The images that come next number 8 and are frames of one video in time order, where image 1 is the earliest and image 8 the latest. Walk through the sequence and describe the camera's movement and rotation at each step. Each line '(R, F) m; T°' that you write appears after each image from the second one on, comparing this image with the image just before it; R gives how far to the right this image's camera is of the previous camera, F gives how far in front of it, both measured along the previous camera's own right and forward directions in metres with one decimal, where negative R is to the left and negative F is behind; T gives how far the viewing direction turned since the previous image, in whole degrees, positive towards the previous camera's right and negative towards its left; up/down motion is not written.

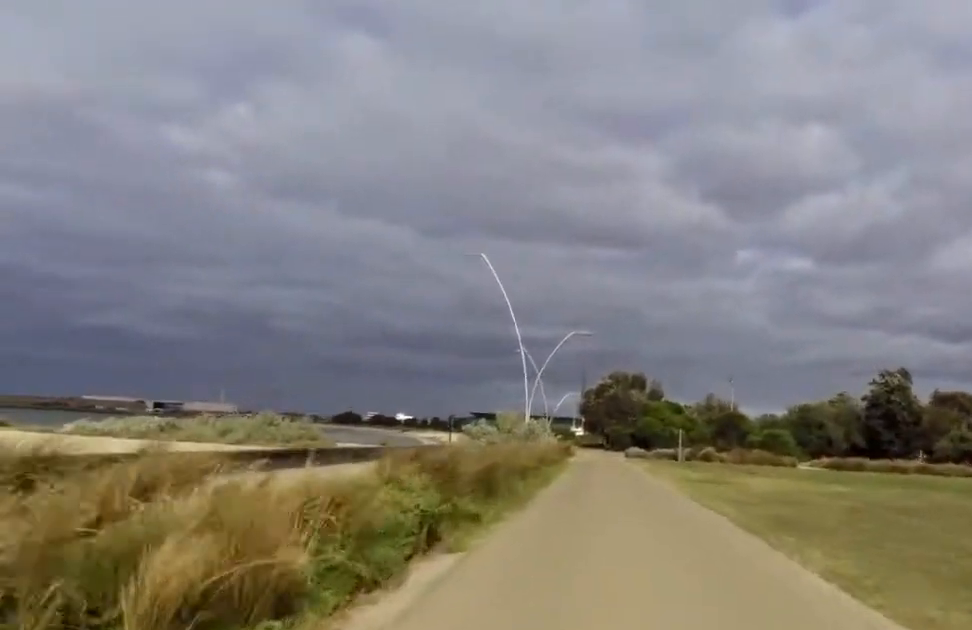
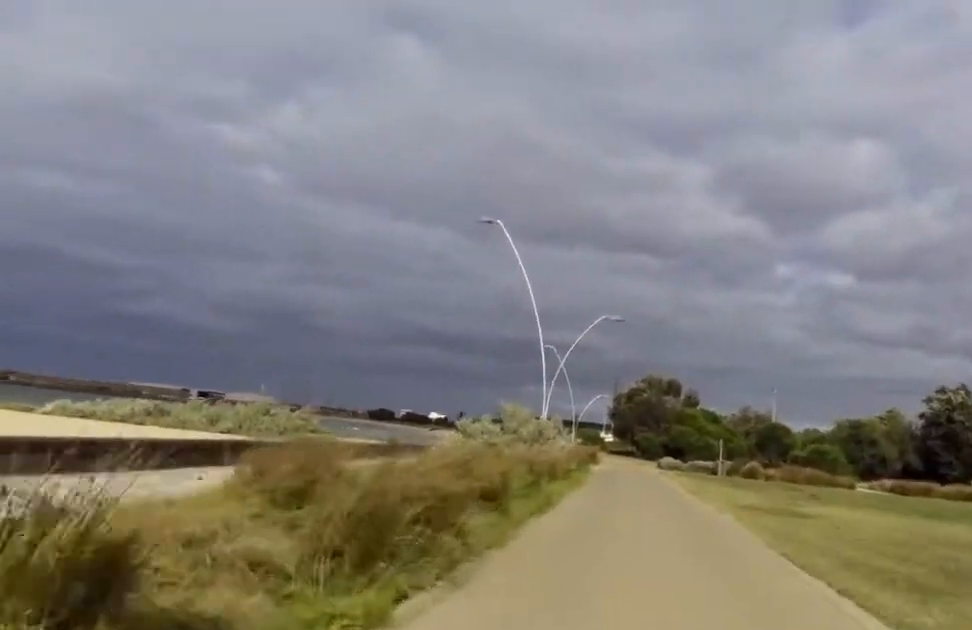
(0.0, +5.7) m; -5°
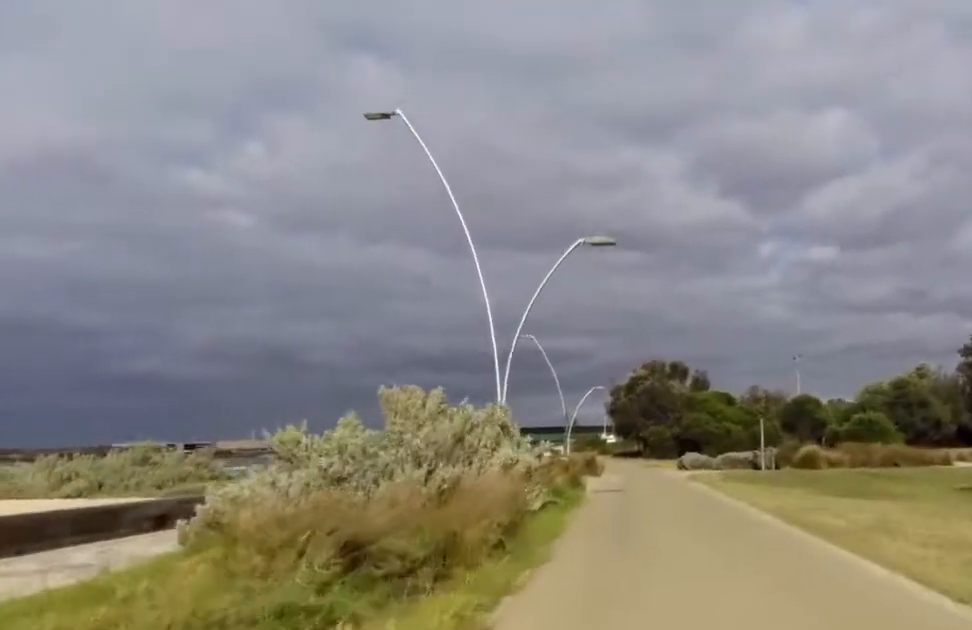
(-1.2, +10.1) m; -6°
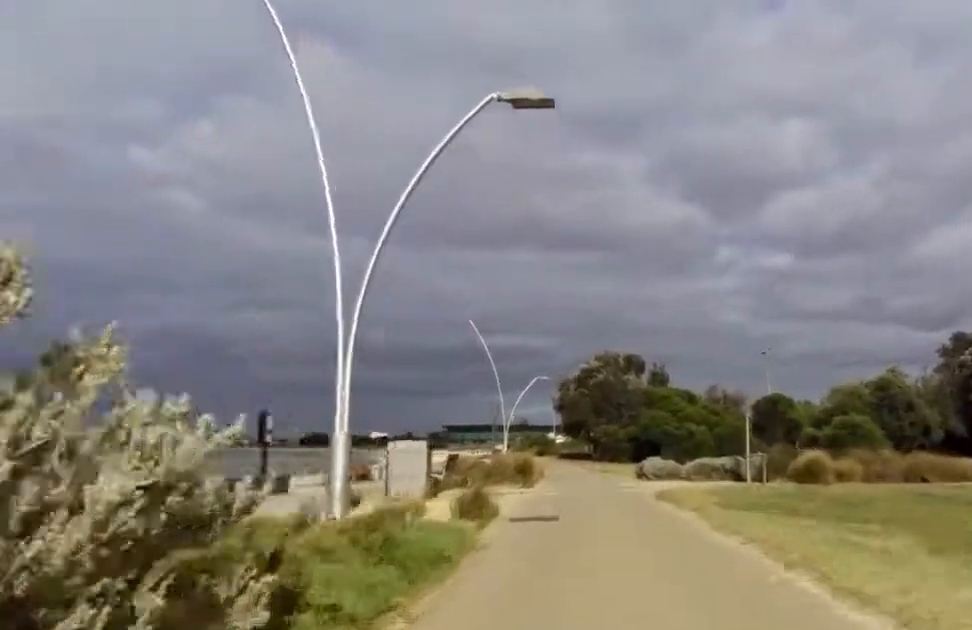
(+0.3, +7.0) m; +5°
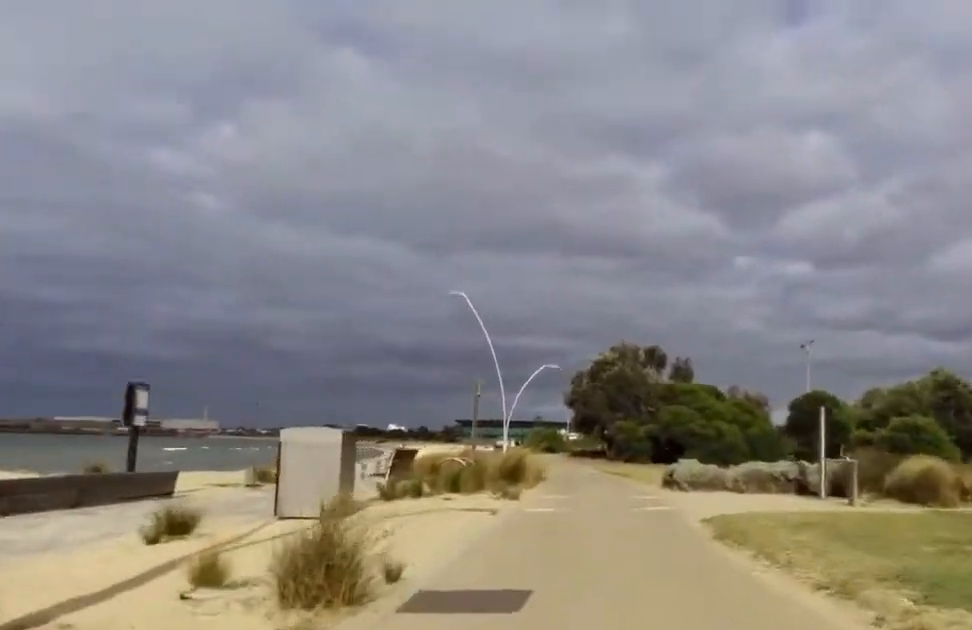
(+0.6, +6.6) m; +5°
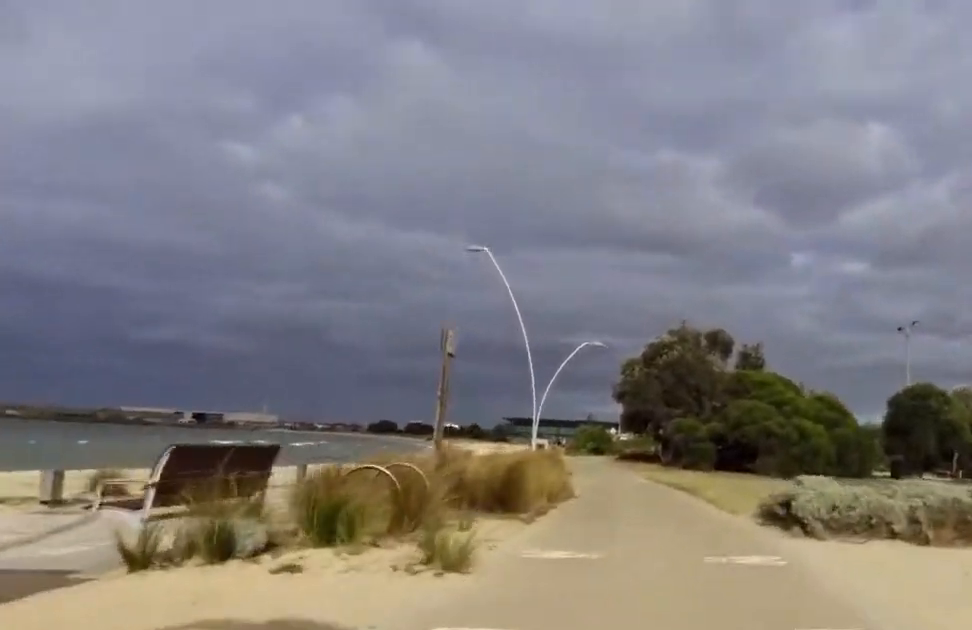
(0.0, +8.3) m; -2°
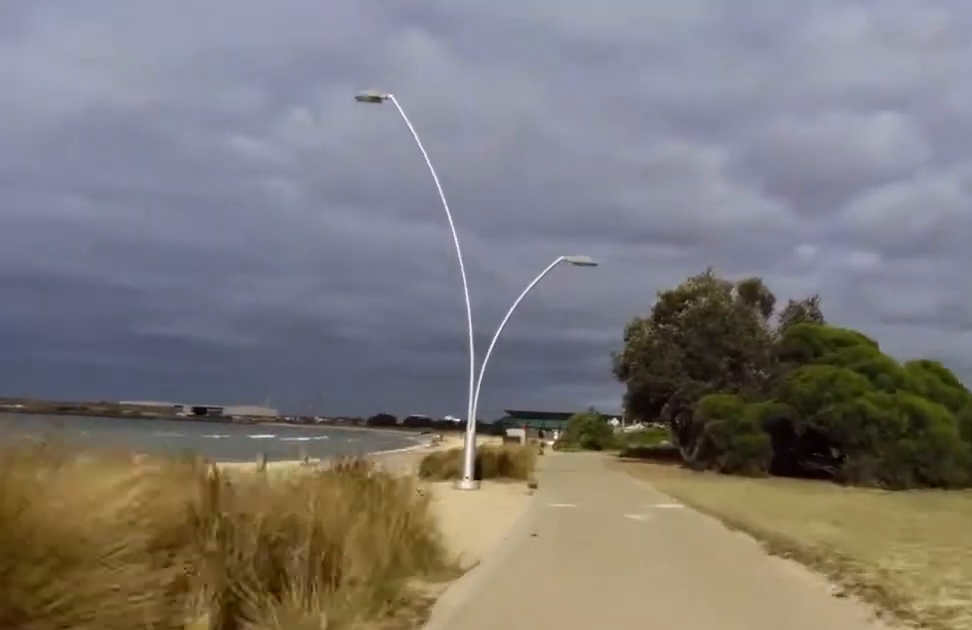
(-1.8, +13.0) m; -8°
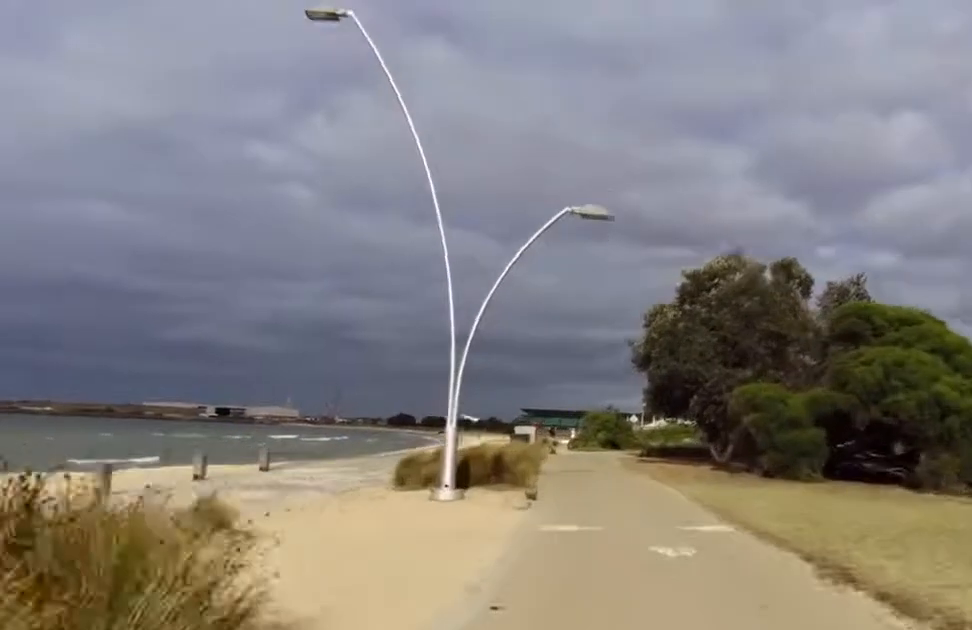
(0.0, +4.0) m; 0°
